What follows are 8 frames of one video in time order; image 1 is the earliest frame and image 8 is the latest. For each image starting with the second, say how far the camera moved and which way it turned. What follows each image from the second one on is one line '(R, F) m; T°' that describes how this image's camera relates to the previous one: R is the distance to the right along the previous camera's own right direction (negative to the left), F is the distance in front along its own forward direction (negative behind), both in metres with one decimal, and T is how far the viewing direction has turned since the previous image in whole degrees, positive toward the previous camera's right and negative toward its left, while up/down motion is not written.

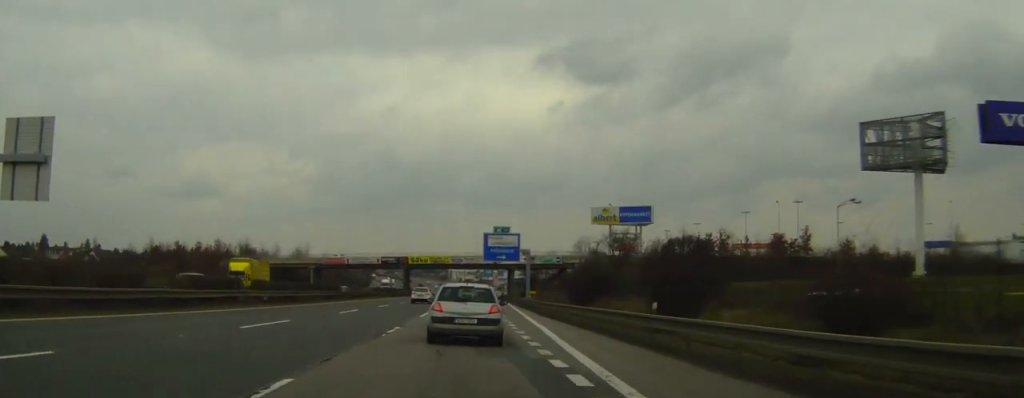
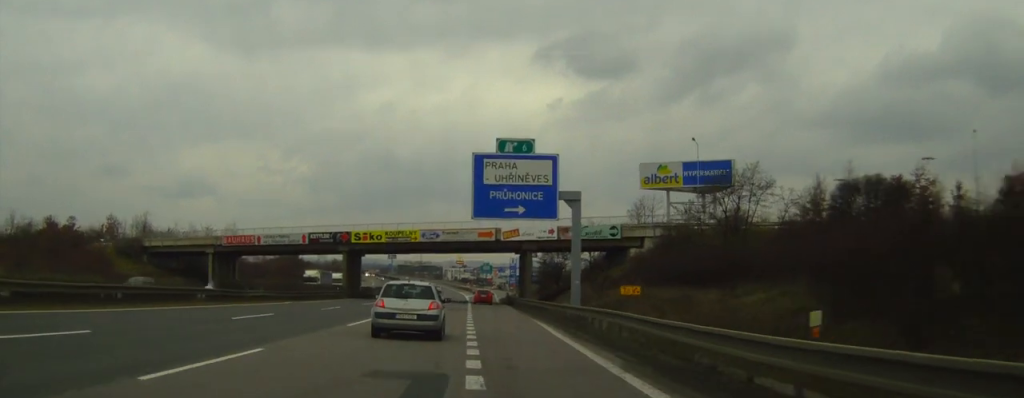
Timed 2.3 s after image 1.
(+1.0, +66.8) m; 0°
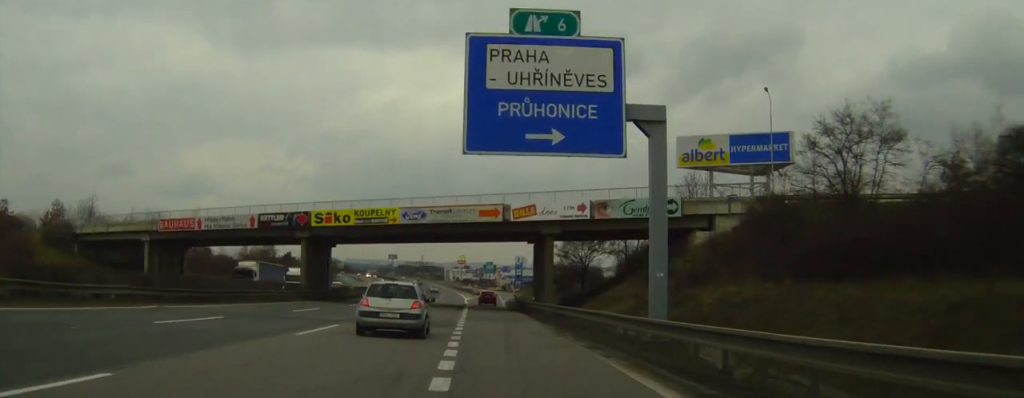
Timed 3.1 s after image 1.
(-0.3, +24.1) m; 0°
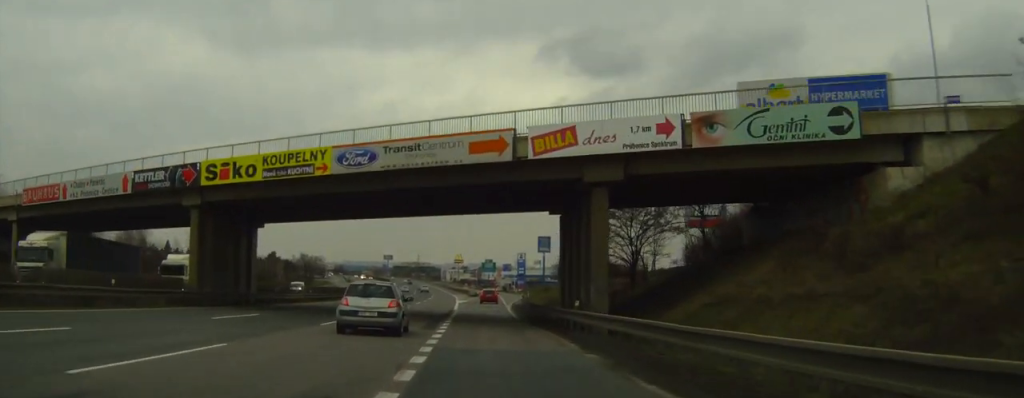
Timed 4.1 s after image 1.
(+0.1, +27.5) m; 0°
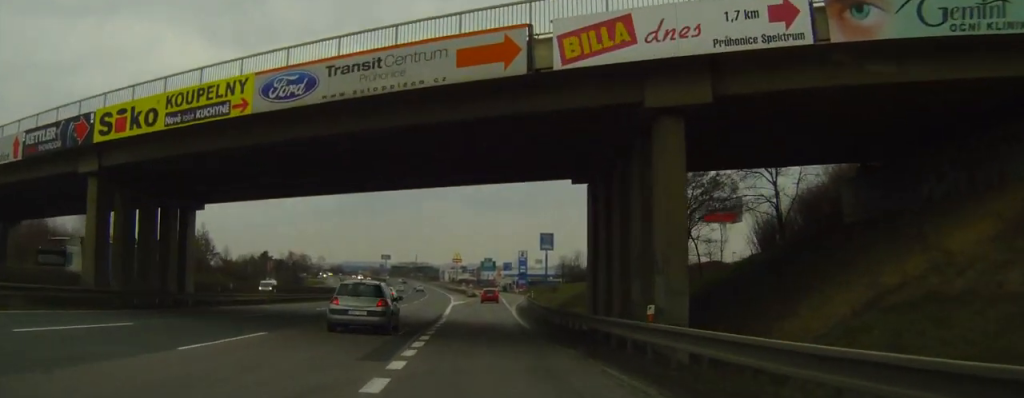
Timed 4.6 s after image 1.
(0.0, +13.7) m; 0°
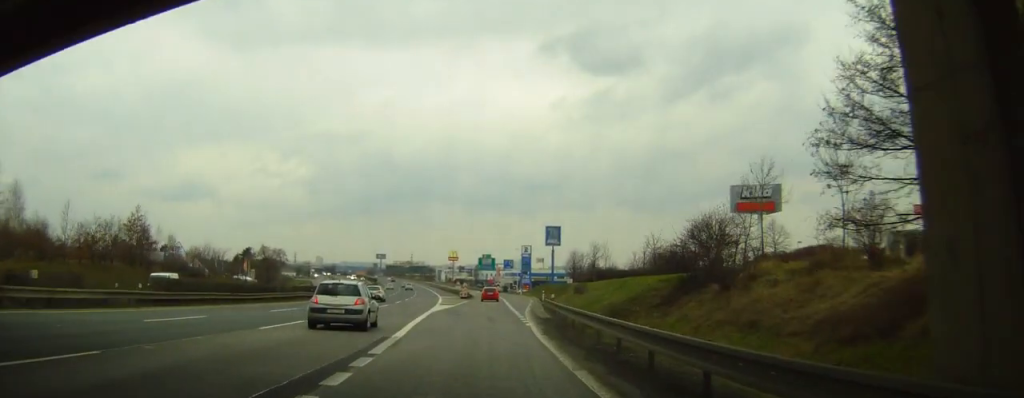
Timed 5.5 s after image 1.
(0.0, +26.1) m; 0°
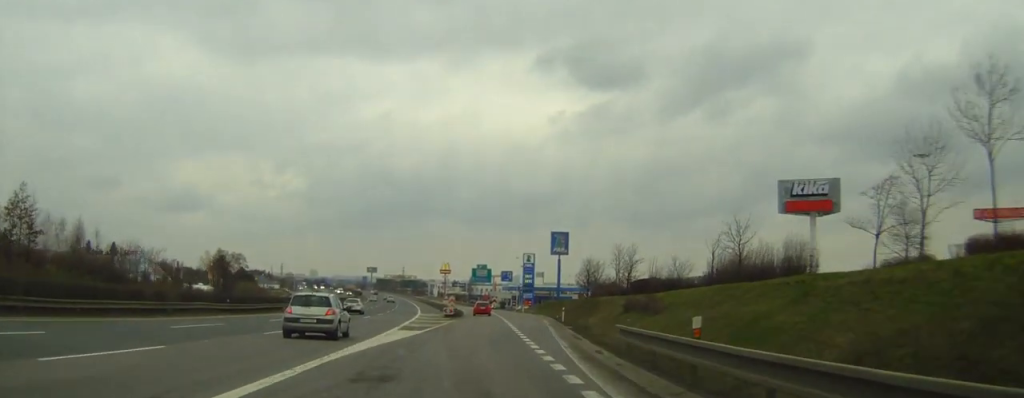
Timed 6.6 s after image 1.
(-0.1, +30.2) m; 0°
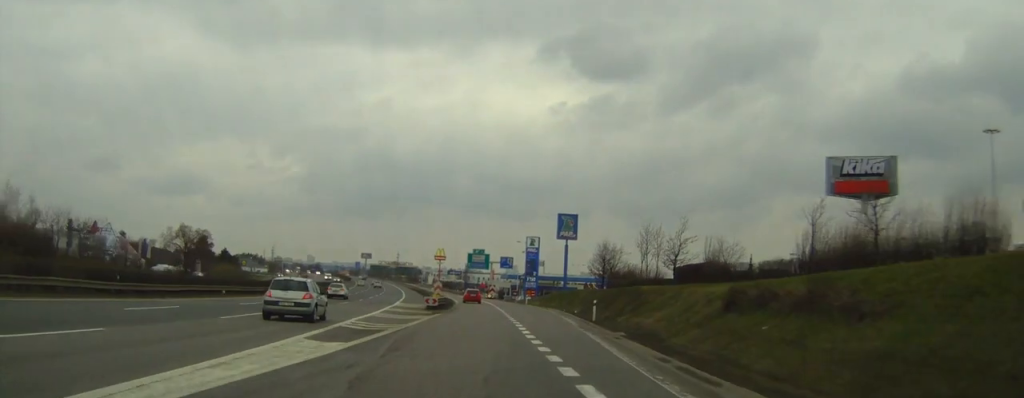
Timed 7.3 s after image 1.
(-0.1, +19.8) m; 0°
